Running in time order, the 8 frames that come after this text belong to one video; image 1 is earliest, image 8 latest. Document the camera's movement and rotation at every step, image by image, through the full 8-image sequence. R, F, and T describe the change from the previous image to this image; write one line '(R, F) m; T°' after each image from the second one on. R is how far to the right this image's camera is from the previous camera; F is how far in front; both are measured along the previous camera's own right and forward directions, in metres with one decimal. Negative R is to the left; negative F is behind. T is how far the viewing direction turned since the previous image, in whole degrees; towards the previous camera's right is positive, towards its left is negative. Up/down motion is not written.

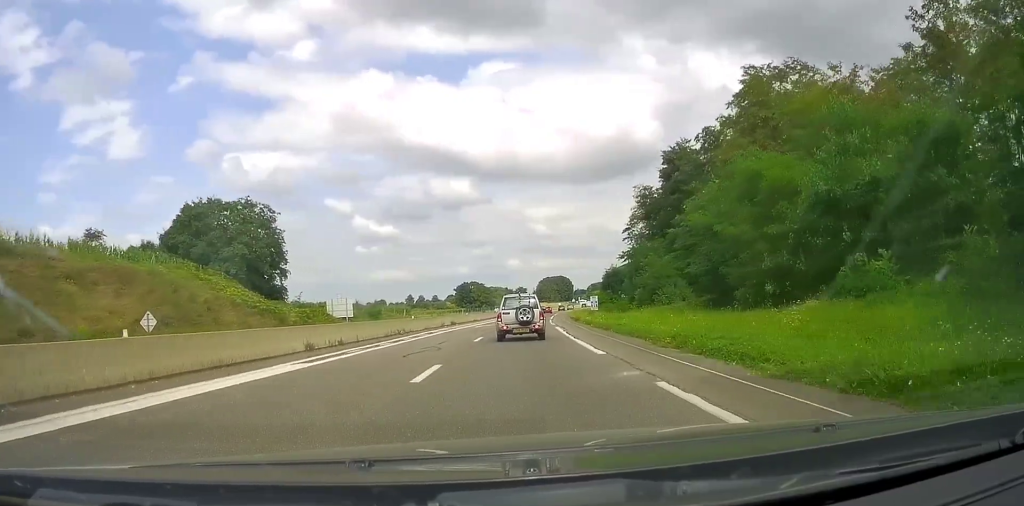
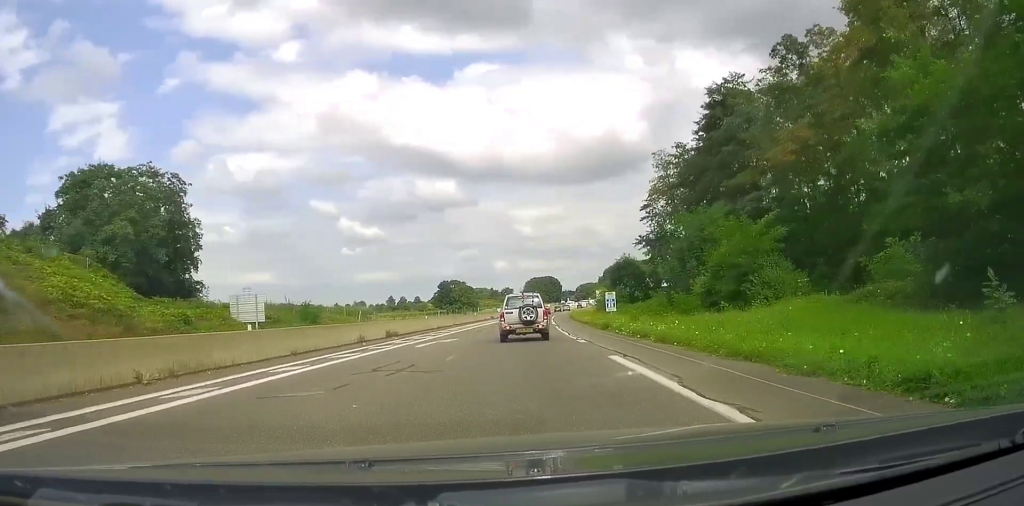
(0.0, +20.9) m; +1°
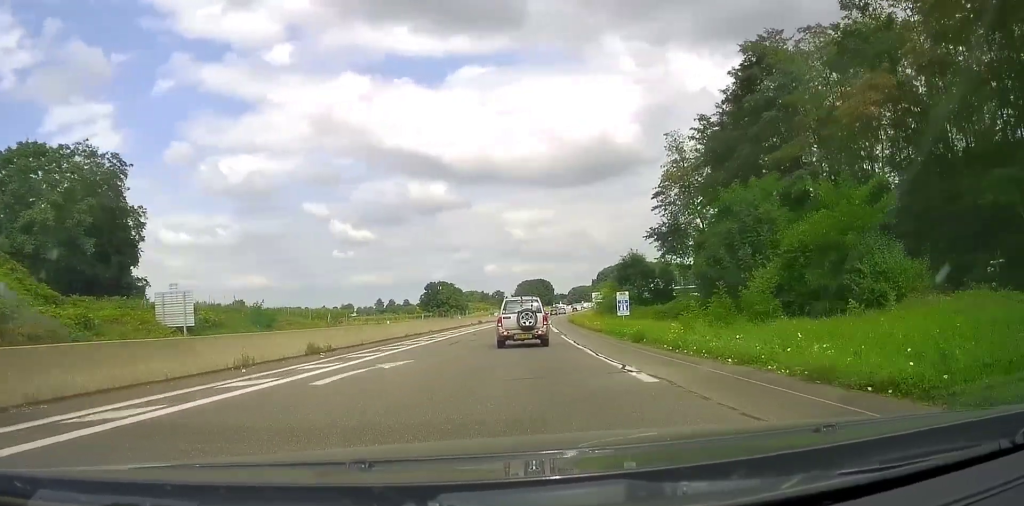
(+0.1, +9.0) m; +2°
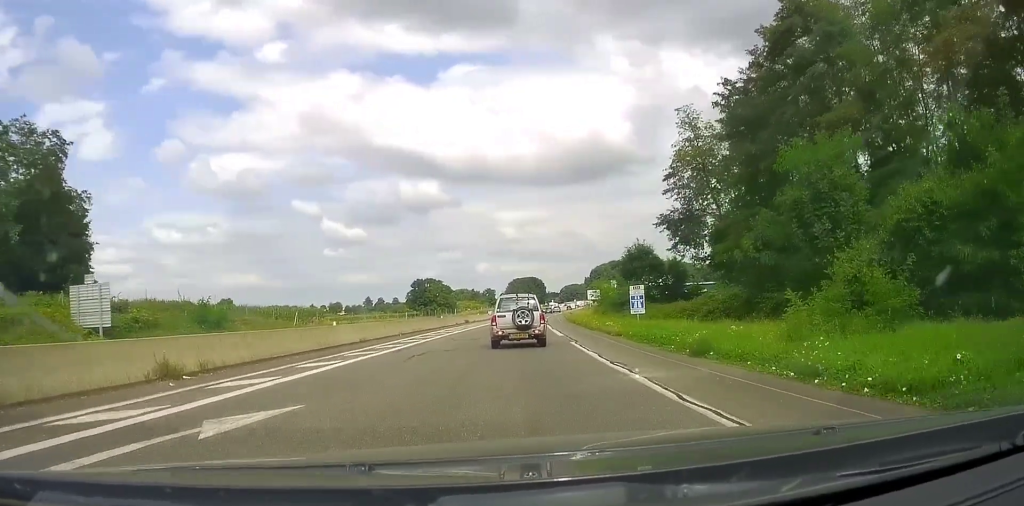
(+0.1, +7.2) m; +2°
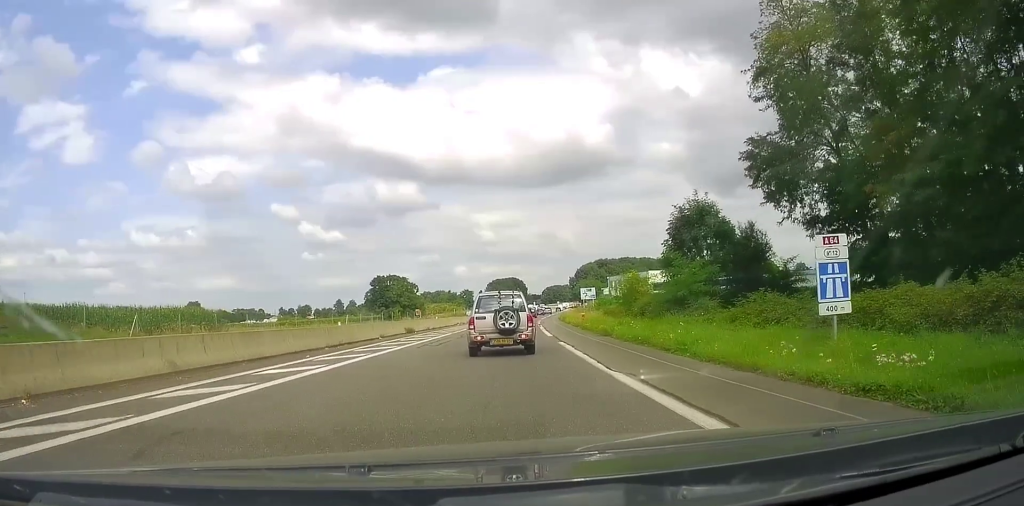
(+0.7, +26.0) m; +1°
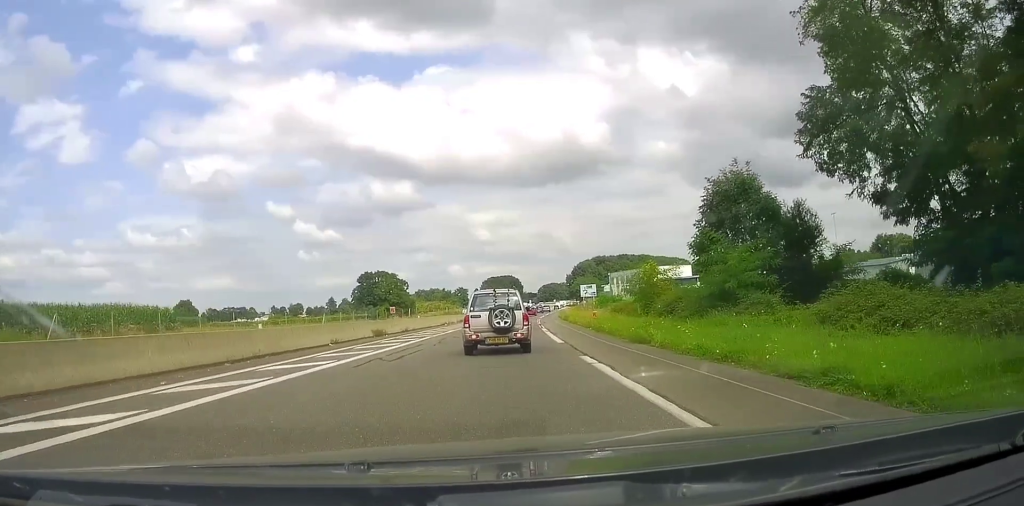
(0.0, +9.5) m; 0°
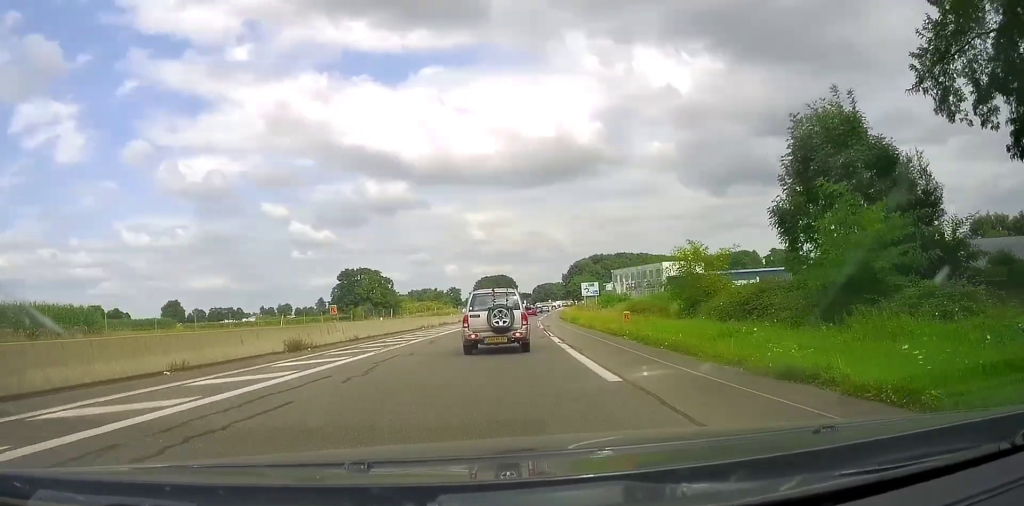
(-0.1, +14.1) m; +1°
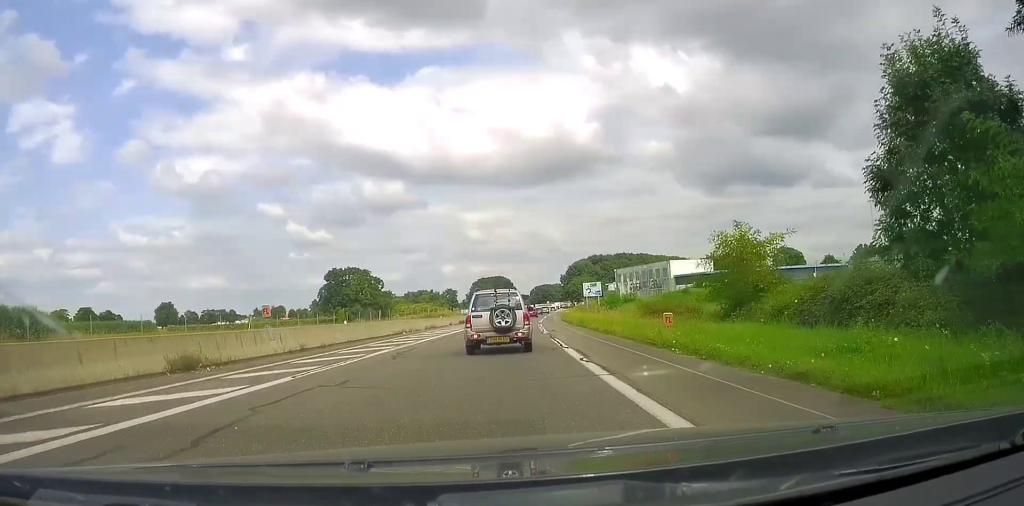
(+0.1, +7.5) m; +1°
